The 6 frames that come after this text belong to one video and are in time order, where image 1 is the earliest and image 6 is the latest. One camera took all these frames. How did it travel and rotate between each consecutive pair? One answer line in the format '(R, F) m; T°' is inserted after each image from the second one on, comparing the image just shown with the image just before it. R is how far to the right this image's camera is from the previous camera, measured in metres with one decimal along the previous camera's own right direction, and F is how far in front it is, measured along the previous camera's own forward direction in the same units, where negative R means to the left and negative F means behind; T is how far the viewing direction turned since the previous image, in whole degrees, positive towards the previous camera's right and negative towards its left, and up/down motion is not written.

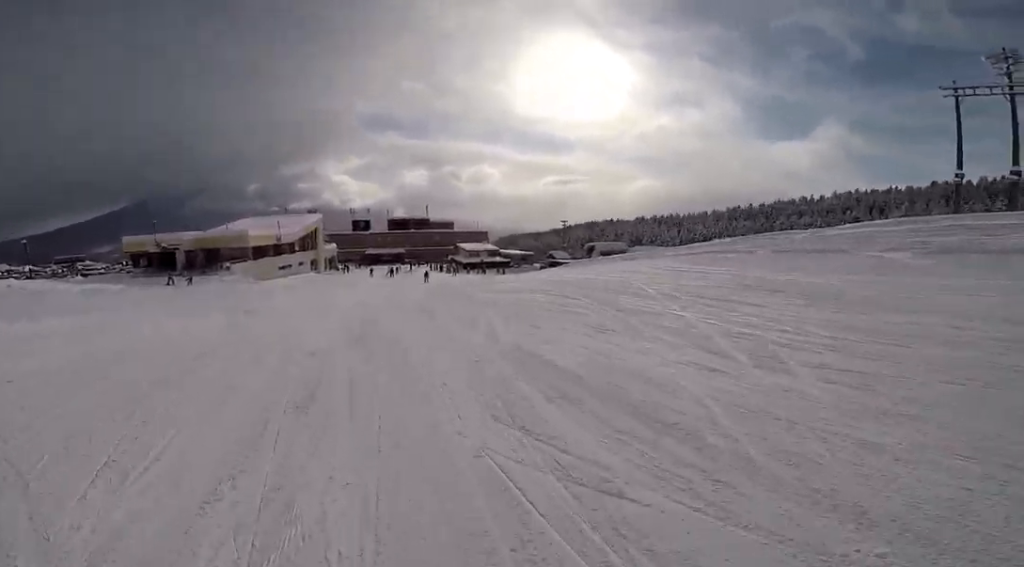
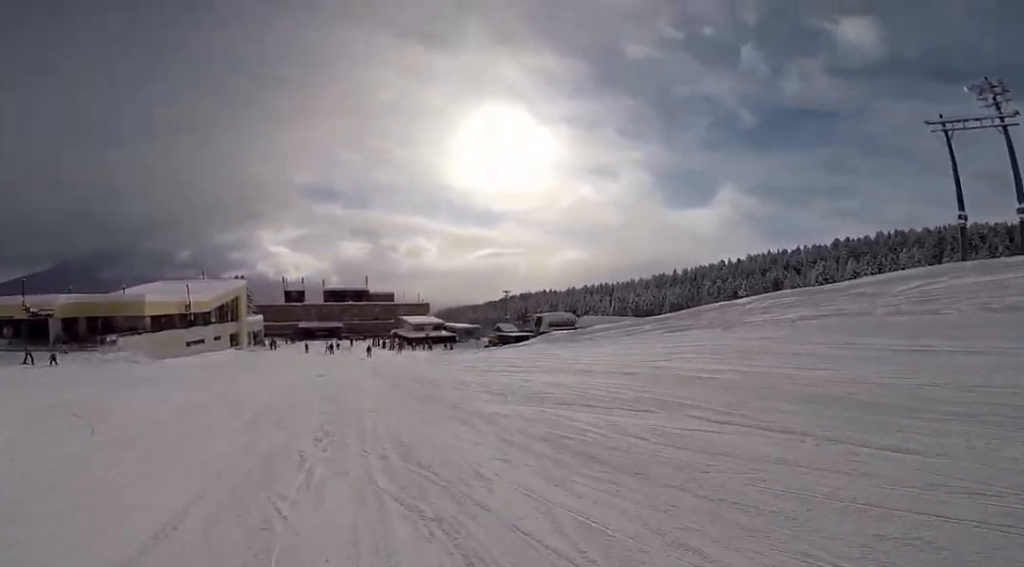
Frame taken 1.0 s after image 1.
(+0.4, +9.2) m; +5°
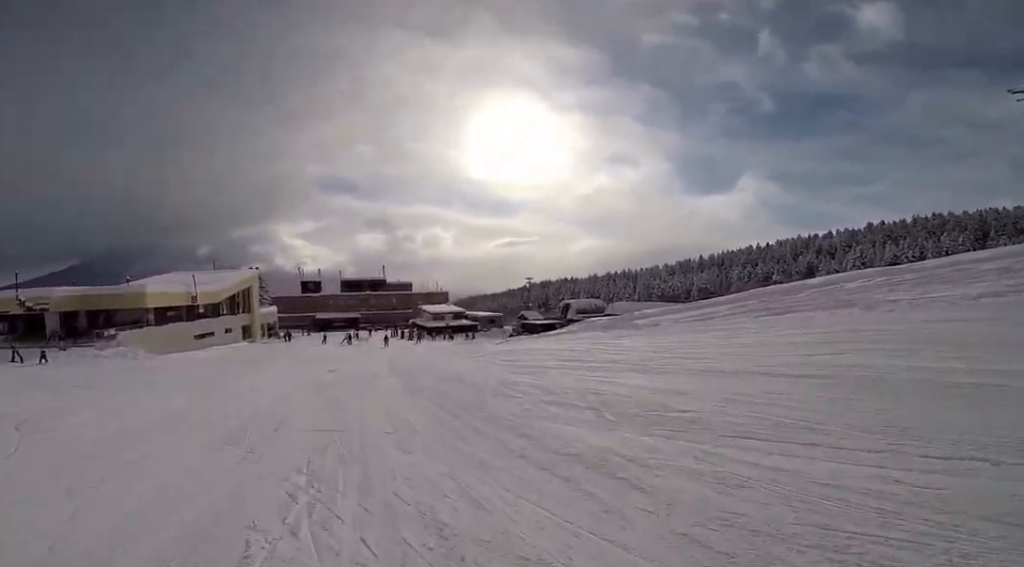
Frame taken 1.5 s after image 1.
(-0.2, +4.0) m; +2°
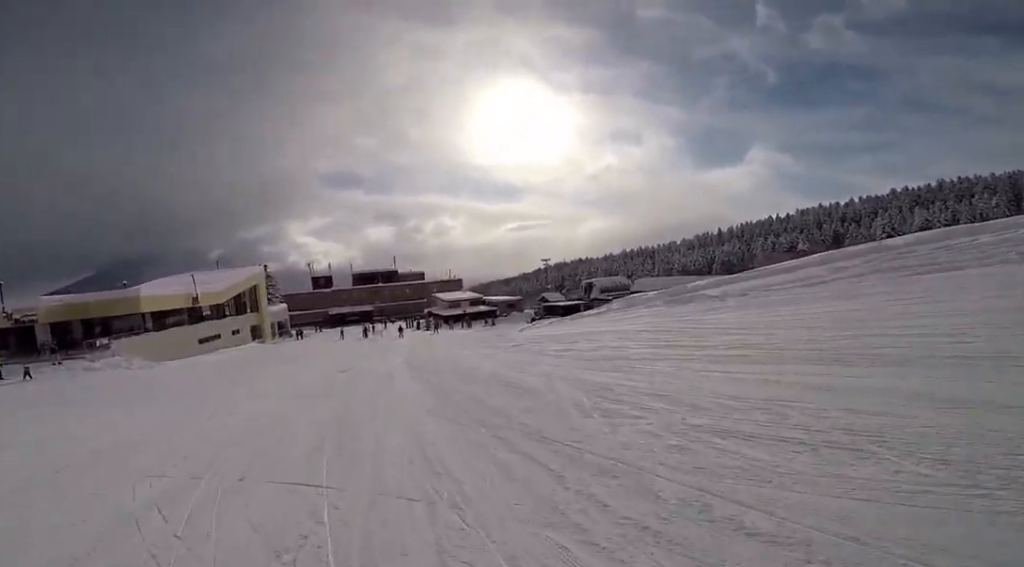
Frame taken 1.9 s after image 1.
(+0.3, +3.7) m; -2°
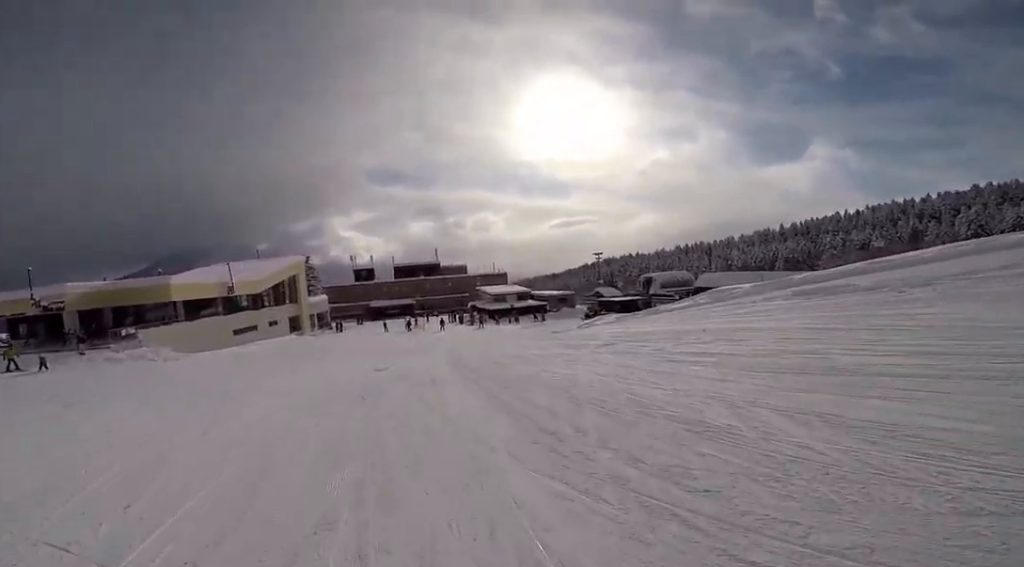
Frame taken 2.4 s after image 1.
(+0.5, +3.6) m; -3°
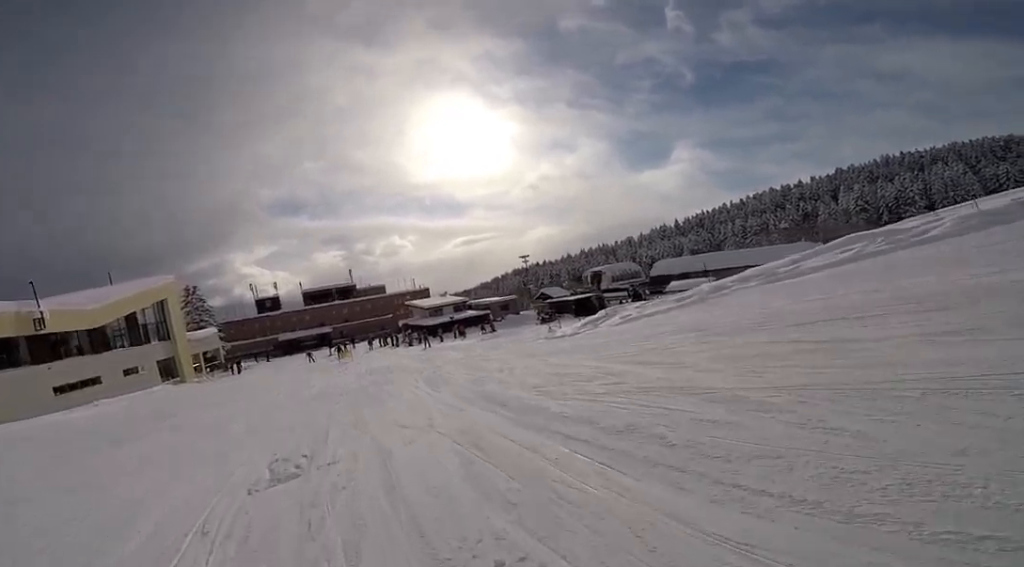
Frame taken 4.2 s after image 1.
(-0.7, +13.5) m; +7°
